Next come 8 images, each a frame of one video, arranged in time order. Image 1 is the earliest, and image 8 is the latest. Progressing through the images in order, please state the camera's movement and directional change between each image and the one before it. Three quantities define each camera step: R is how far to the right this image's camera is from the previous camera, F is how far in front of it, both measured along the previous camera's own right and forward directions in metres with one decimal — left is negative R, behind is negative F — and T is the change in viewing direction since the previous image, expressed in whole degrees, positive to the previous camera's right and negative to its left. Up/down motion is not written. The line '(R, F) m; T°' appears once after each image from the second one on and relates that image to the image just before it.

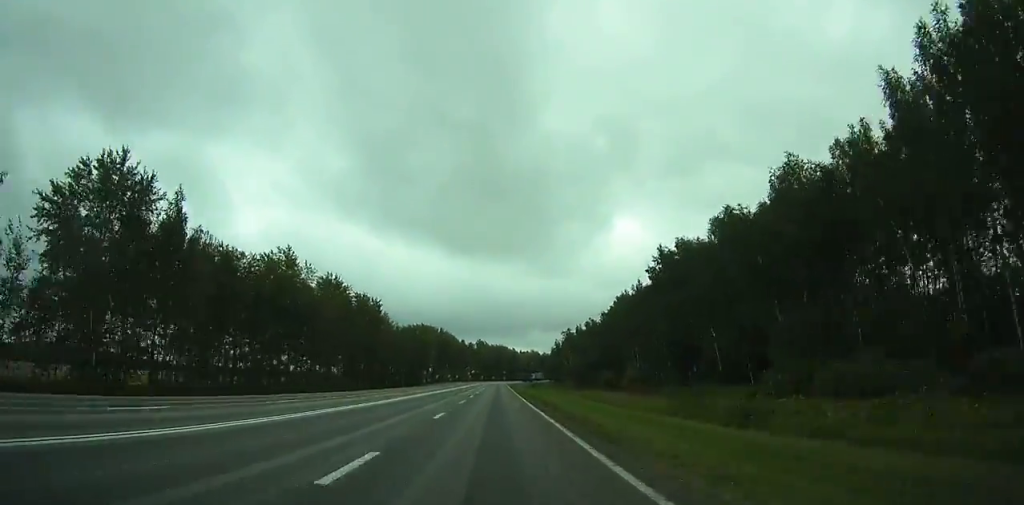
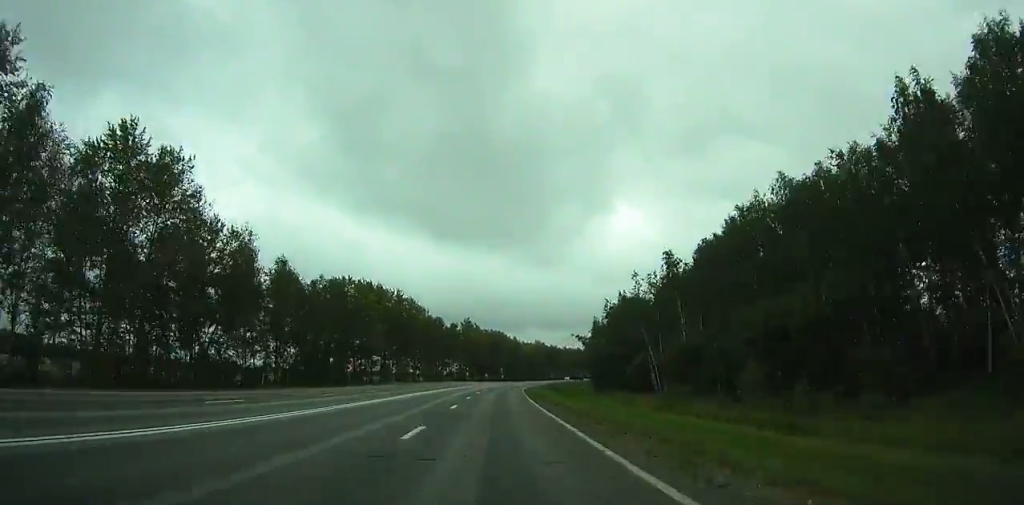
(+2.1, +90.1) m; +2°
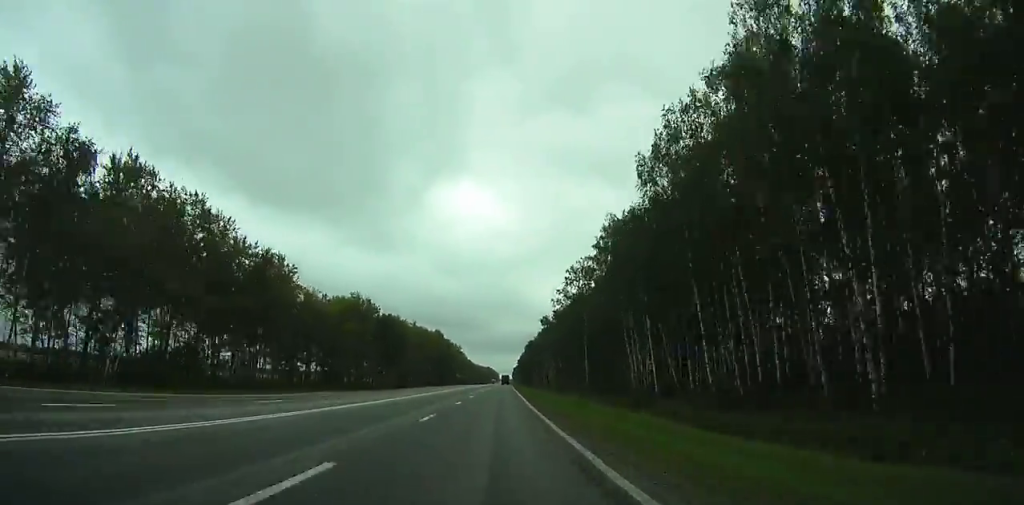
(+5.0, +174.2) m; +8°
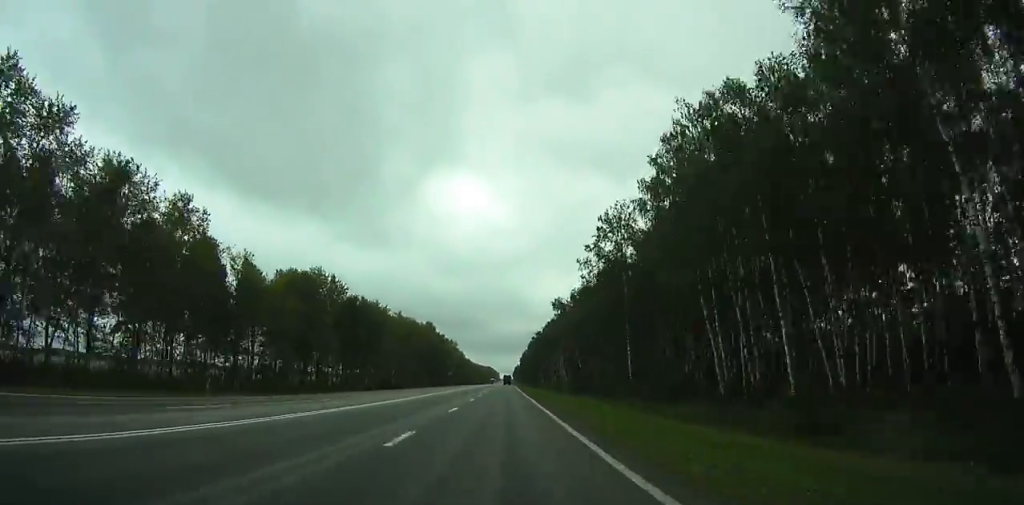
(+2.3, +31.3) m; +3°
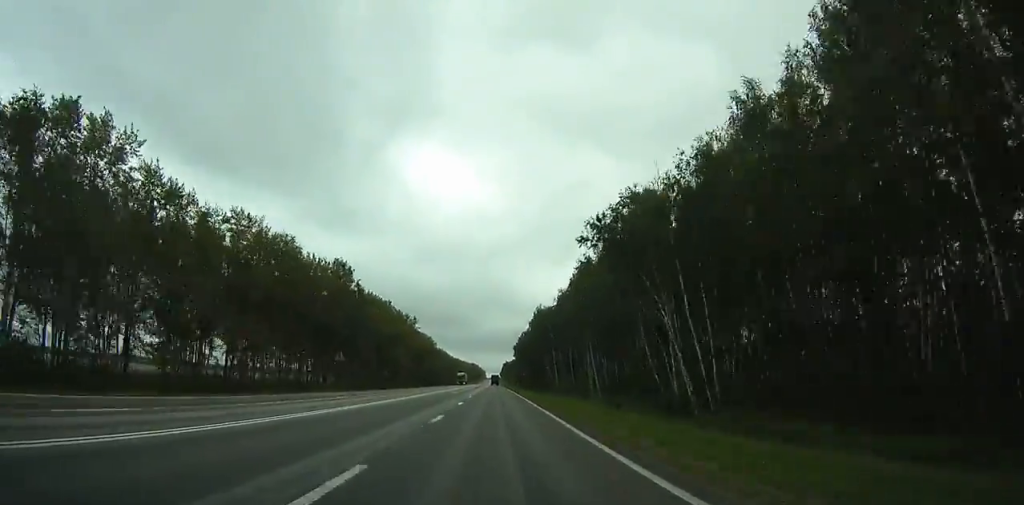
(+3.5, +102.5) m; +2°
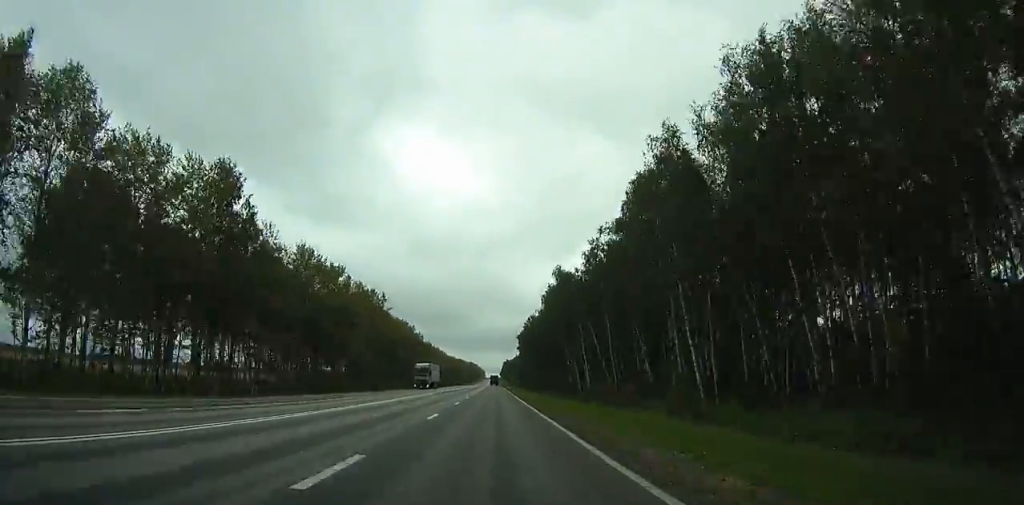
(+0.3, +46.8) m; 0°
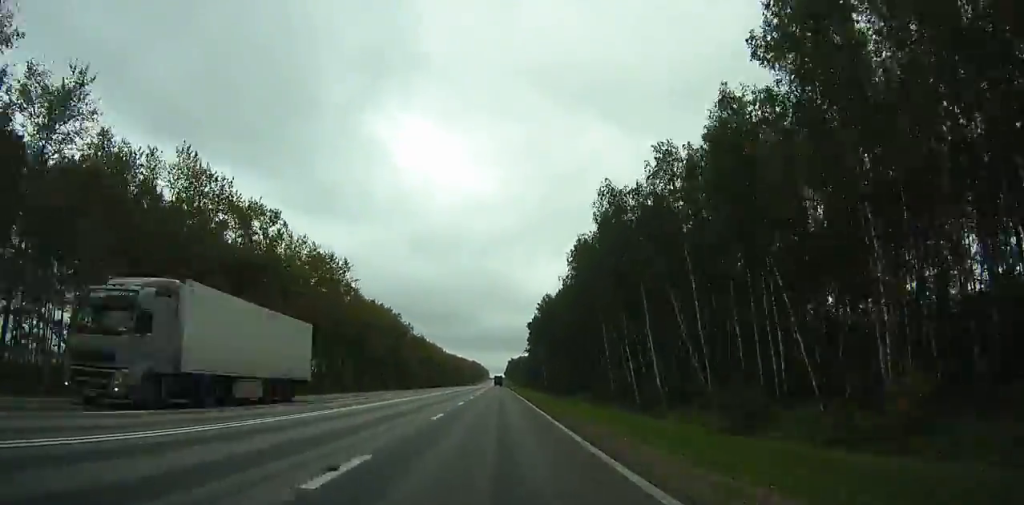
(-0.2, +35.9) m; 0°
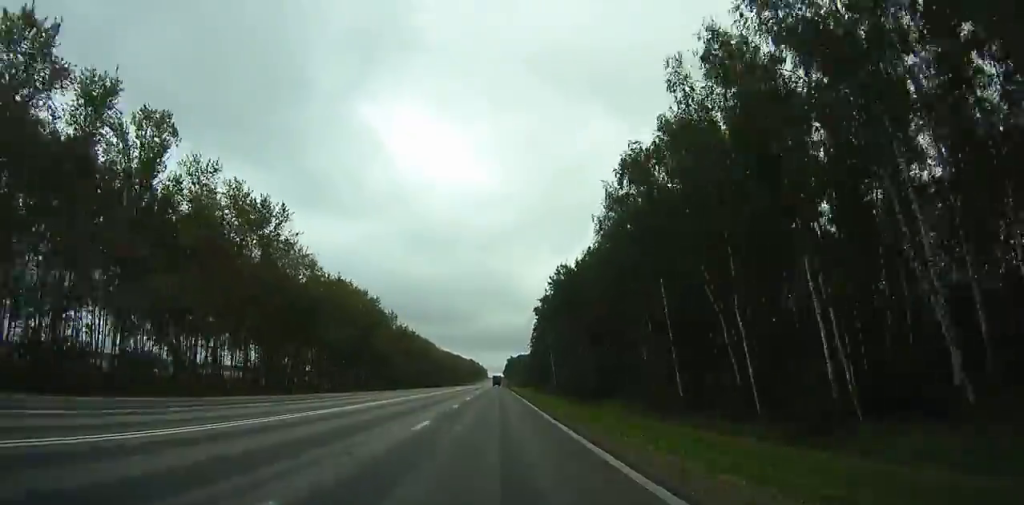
(-0.1, +27.0) m; 0°
